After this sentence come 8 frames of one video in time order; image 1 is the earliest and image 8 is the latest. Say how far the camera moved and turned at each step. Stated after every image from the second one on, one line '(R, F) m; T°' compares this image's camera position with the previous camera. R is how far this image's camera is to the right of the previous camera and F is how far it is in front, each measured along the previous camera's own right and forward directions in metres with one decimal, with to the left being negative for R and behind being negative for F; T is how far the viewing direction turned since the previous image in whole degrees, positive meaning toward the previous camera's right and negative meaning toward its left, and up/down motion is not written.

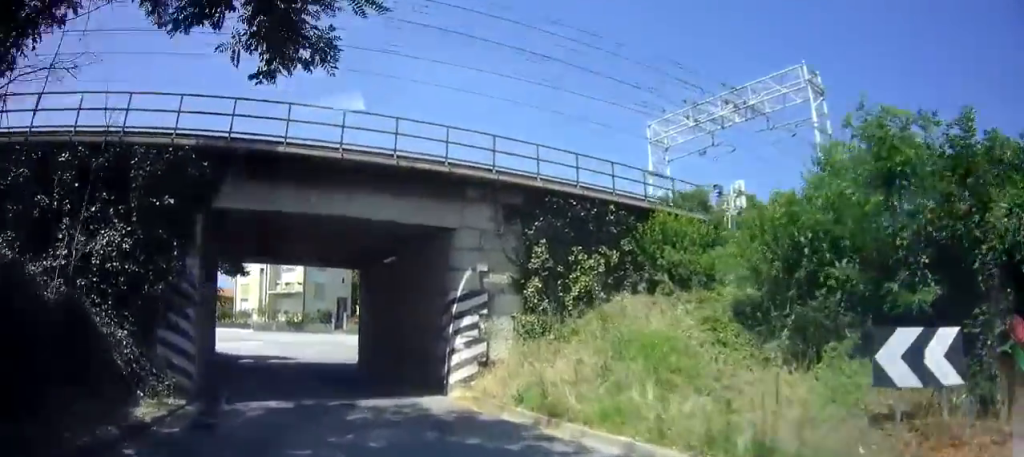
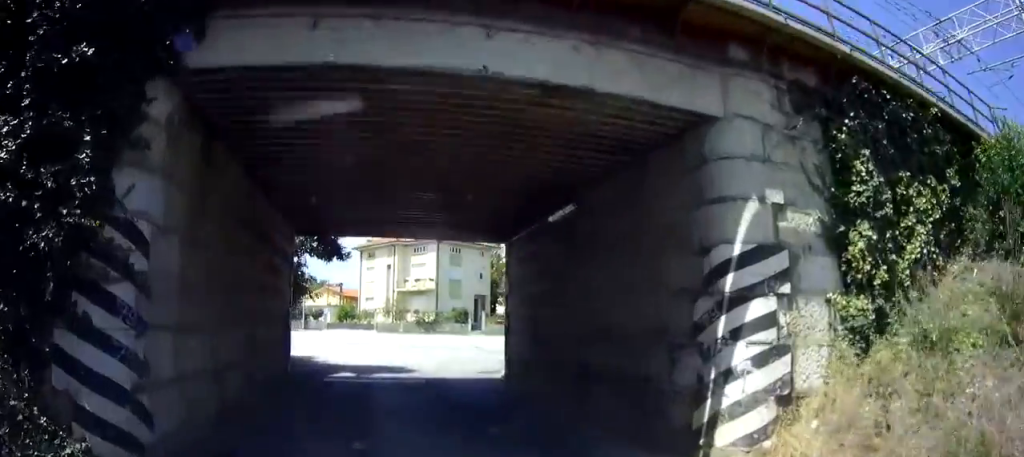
(-0.9, +5.9) m; -10°
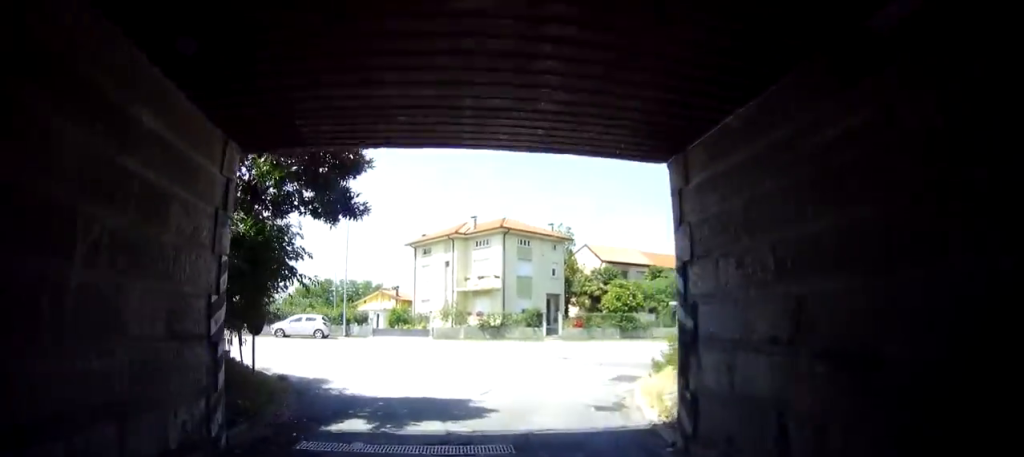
(-0.2, +6.4) m; -4°
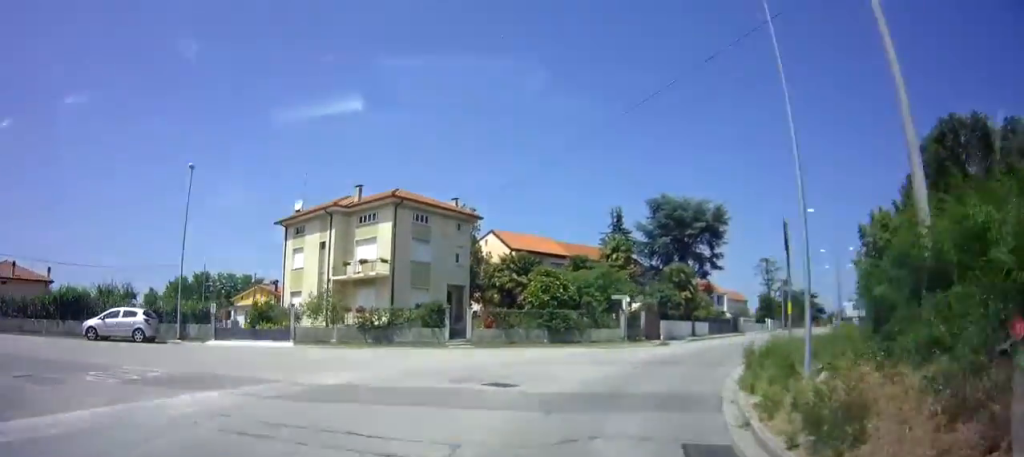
(-0.4, +9.6) m; +8°
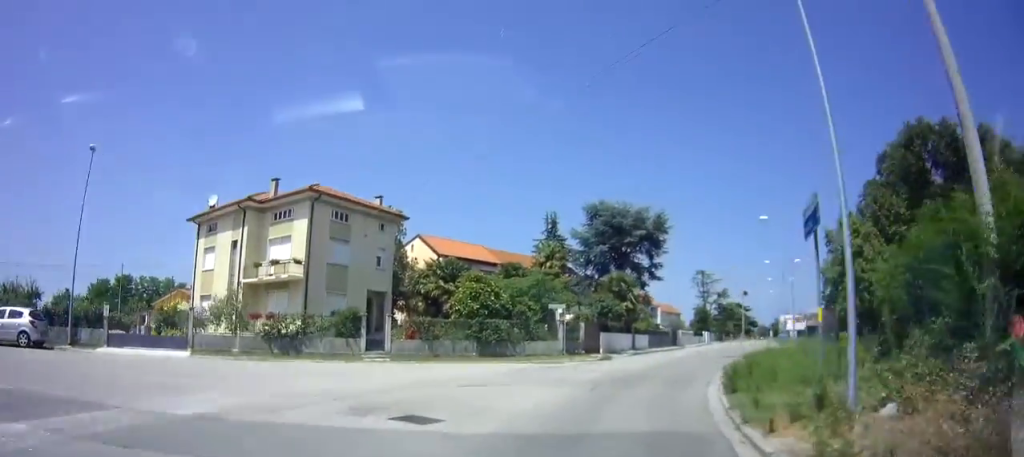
(+0.4, +3.1) m; +8°
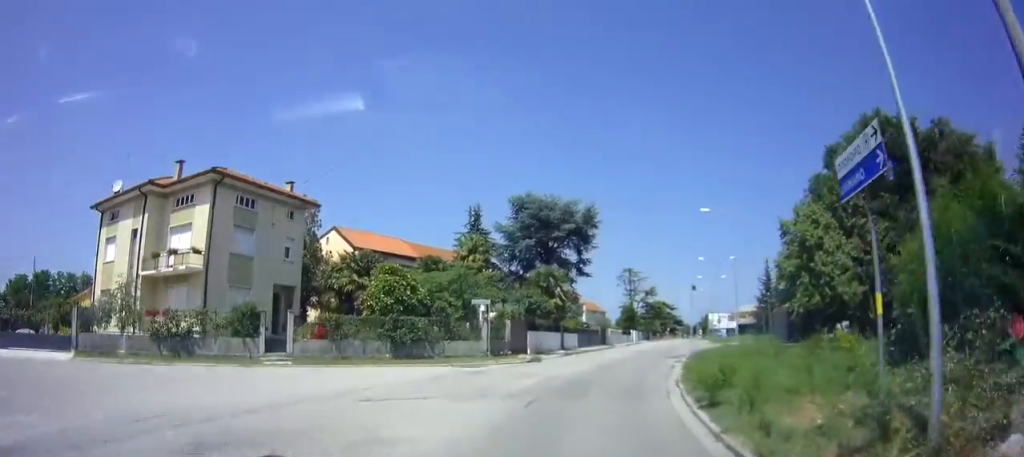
(+0.2, +3.0) m; +8°
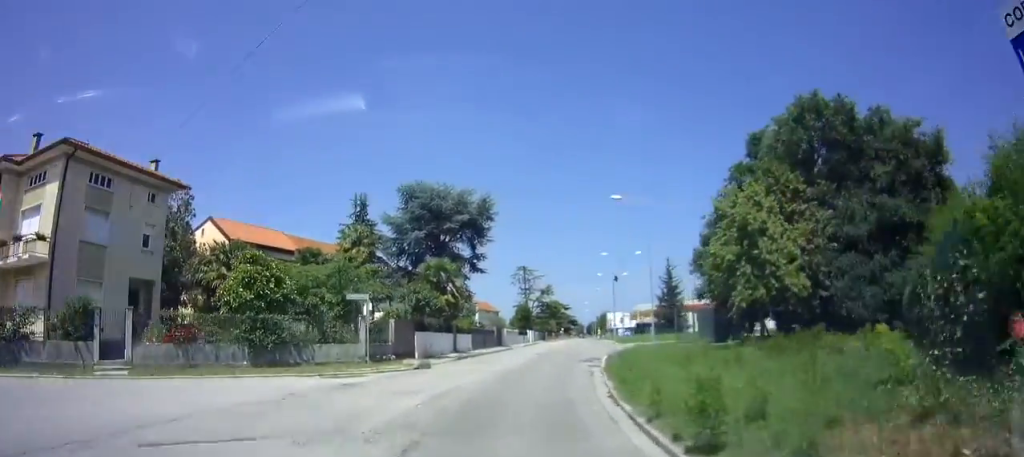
(+0.4, +3.8) m; +9°
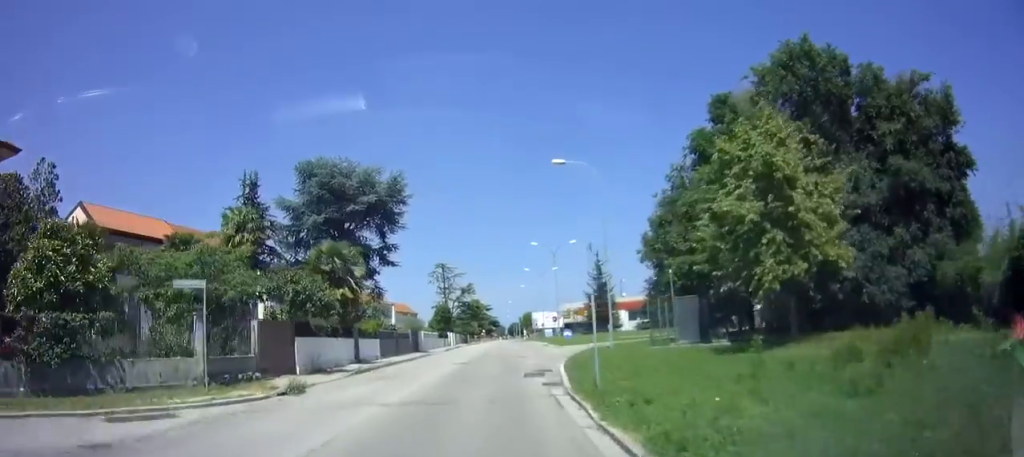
(+0.7, +6.7) m; +11°
